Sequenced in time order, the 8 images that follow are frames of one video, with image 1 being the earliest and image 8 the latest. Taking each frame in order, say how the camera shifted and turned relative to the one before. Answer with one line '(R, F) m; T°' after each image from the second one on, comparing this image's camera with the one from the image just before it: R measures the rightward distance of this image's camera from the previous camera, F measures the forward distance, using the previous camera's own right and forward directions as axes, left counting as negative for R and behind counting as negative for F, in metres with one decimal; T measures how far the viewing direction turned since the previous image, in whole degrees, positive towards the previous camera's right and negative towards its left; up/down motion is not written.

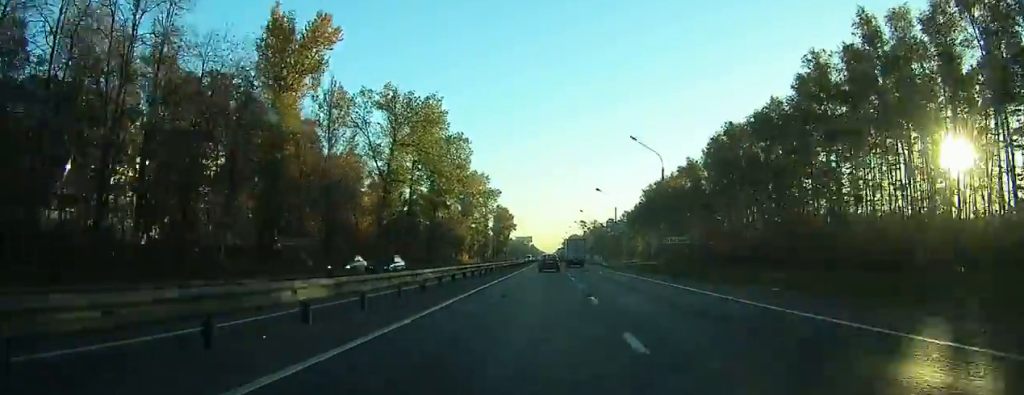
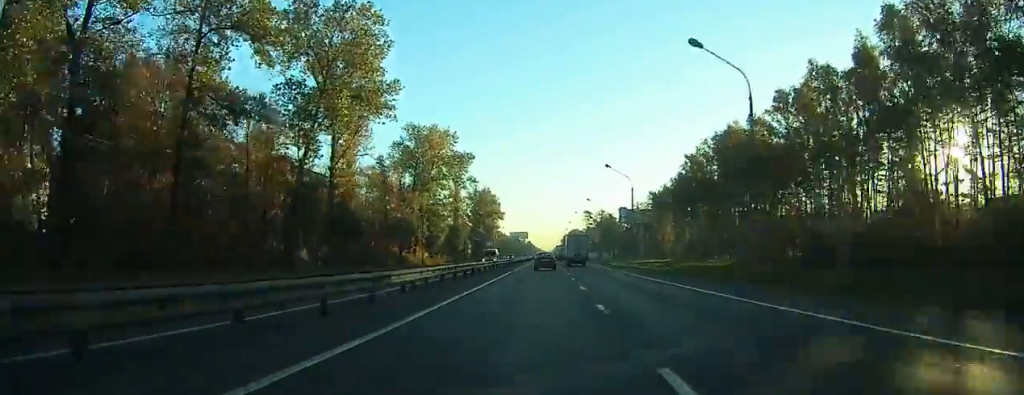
(-0.3, +61.8) m; 0°
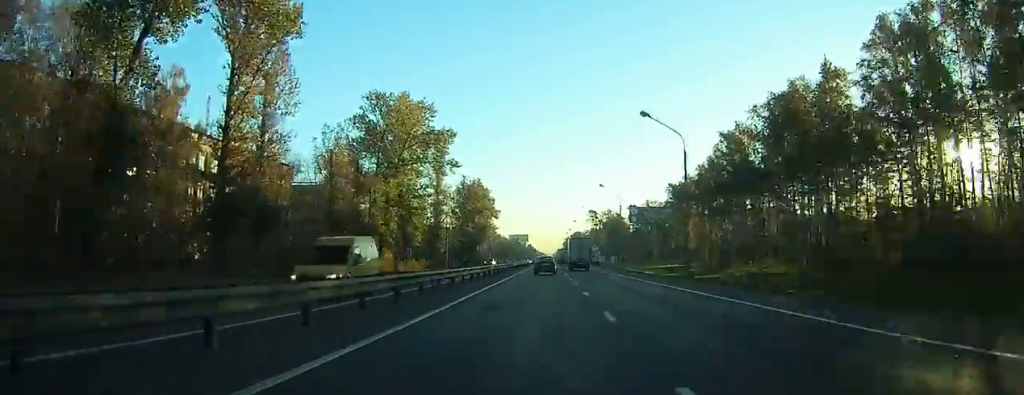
(0.0, +27.1) m; 0°
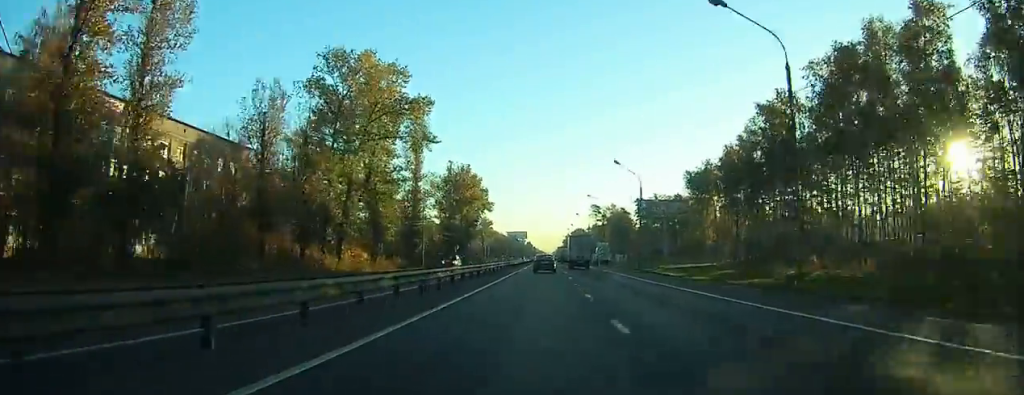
(+0.1, +19.0) m; 0°
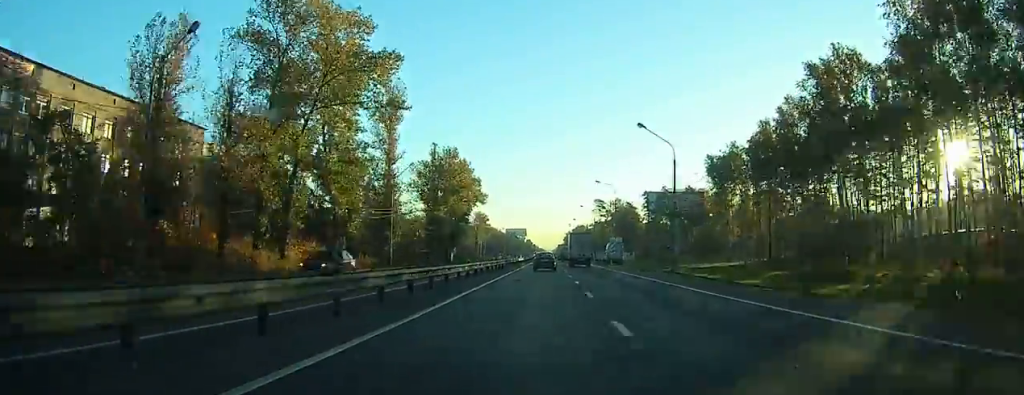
(+0.1, +17.7) m; 0°
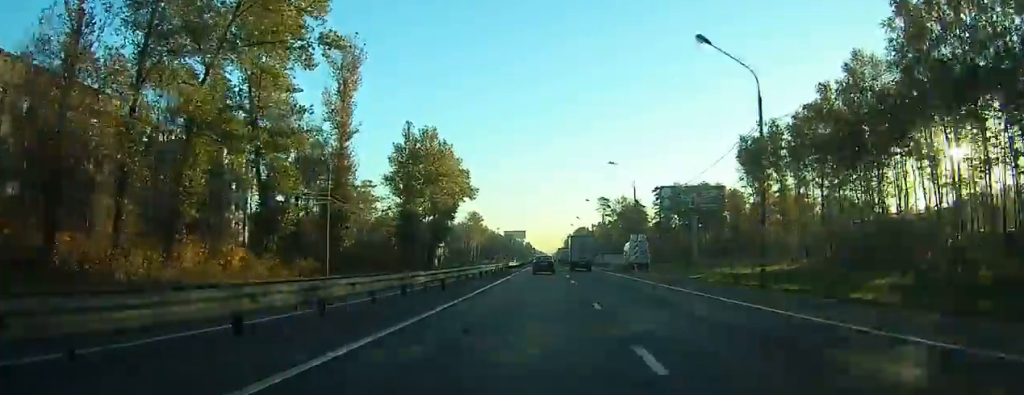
(0.0, +18.9) m; 0°
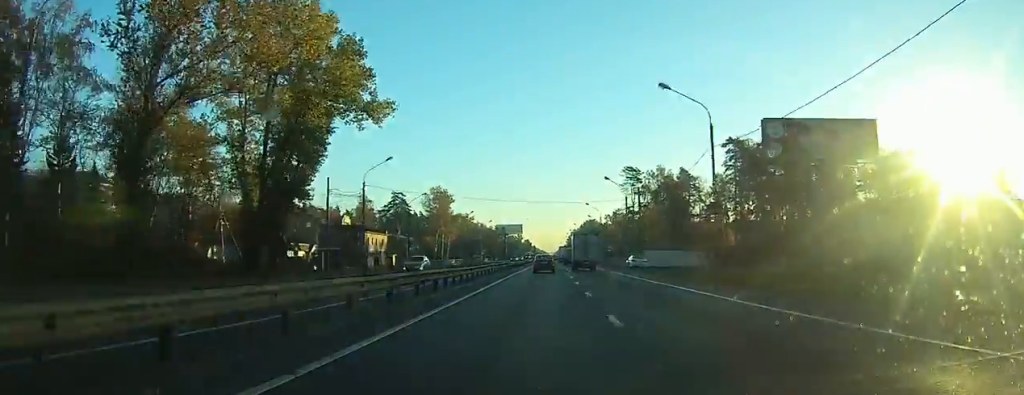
(-0.3, +66.6) m; -1°
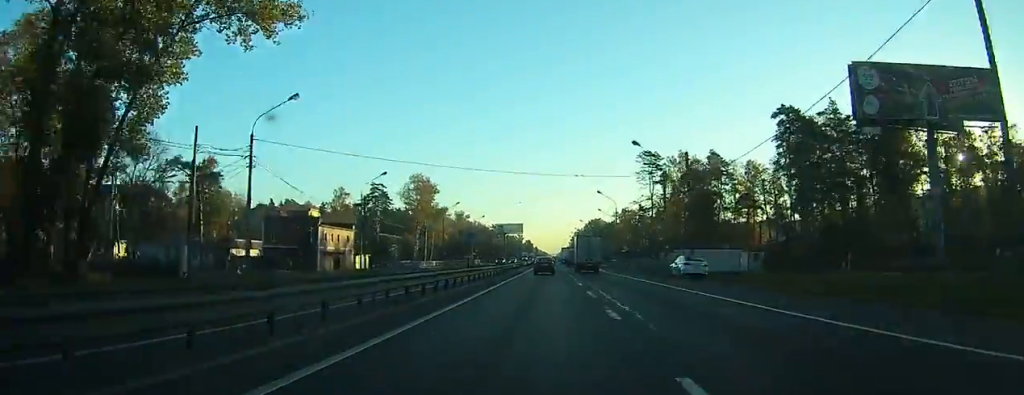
(0.0, +21.9) m; 0°
